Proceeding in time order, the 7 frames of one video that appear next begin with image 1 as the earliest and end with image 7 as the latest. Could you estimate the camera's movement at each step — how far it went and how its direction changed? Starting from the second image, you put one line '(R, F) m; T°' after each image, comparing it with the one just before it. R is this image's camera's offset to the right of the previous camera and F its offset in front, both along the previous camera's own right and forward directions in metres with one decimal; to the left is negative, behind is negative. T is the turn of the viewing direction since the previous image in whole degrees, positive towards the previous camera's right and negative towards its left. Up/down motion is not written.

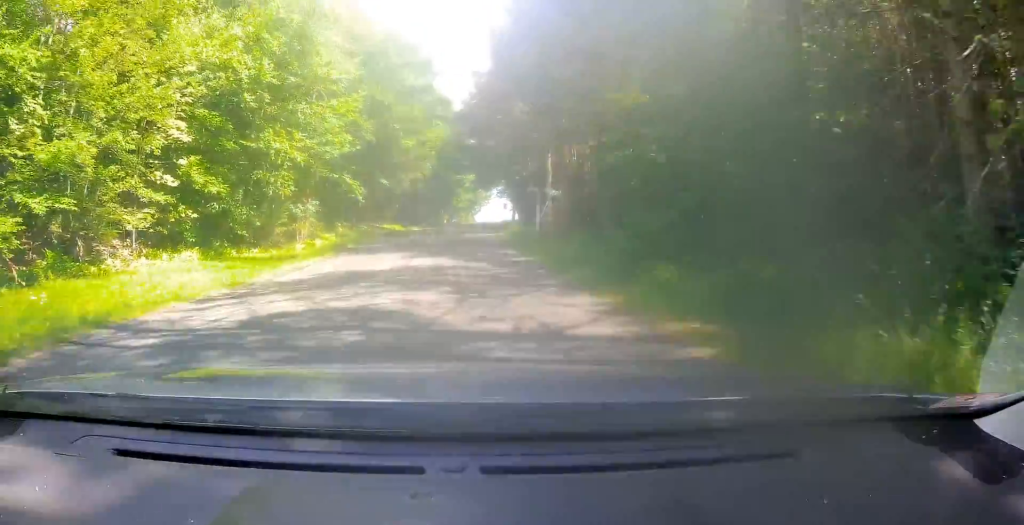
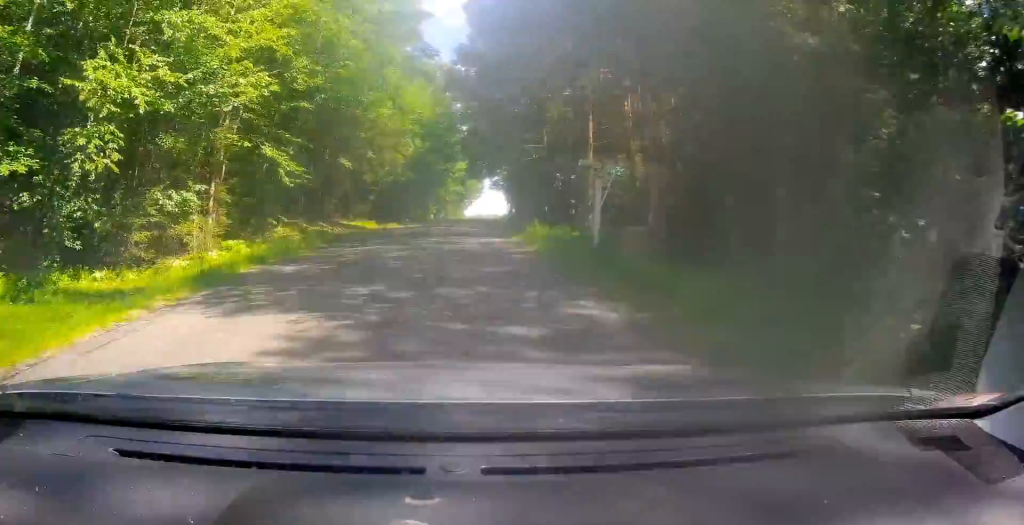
(-0.3, +13.3) m; +1°
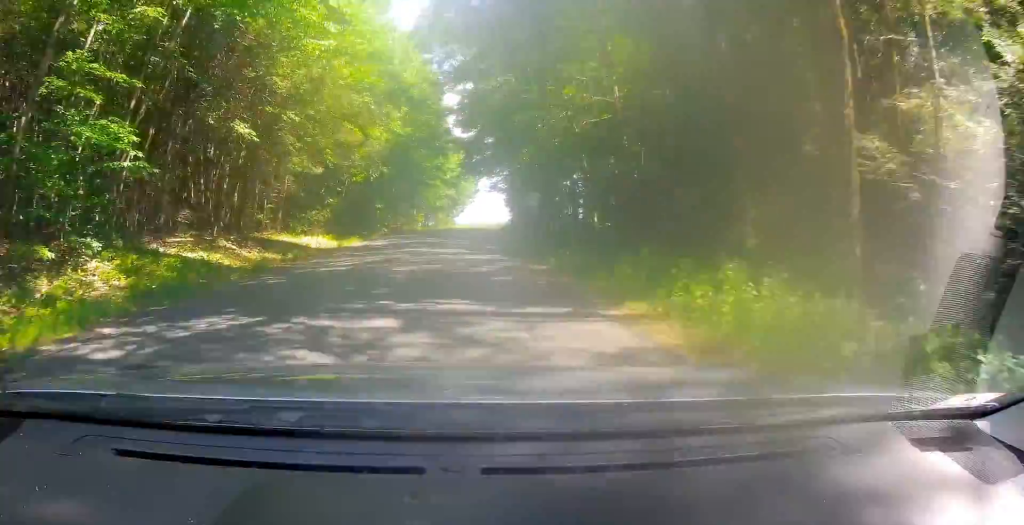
(+0.4, +16.5) m; +2°
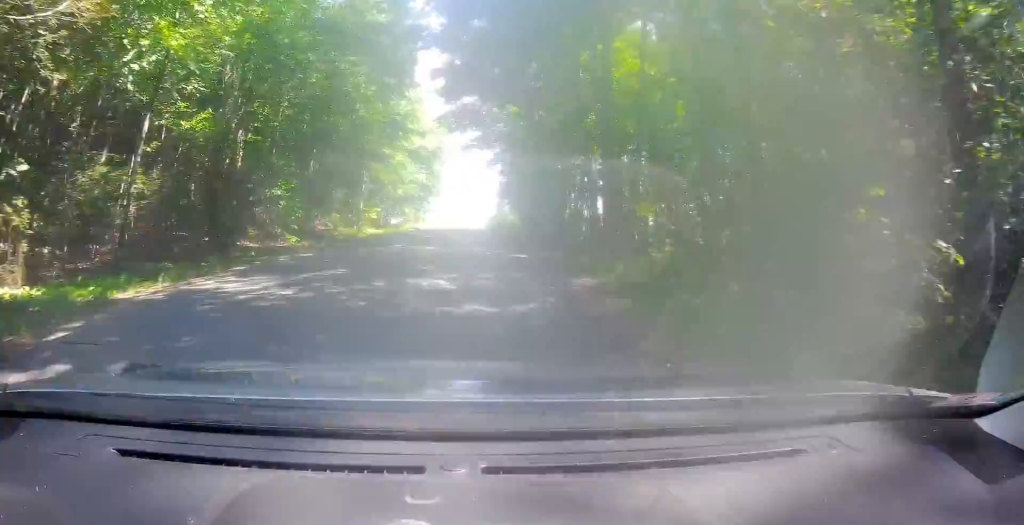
(+0.5, +29.4) m; +1°
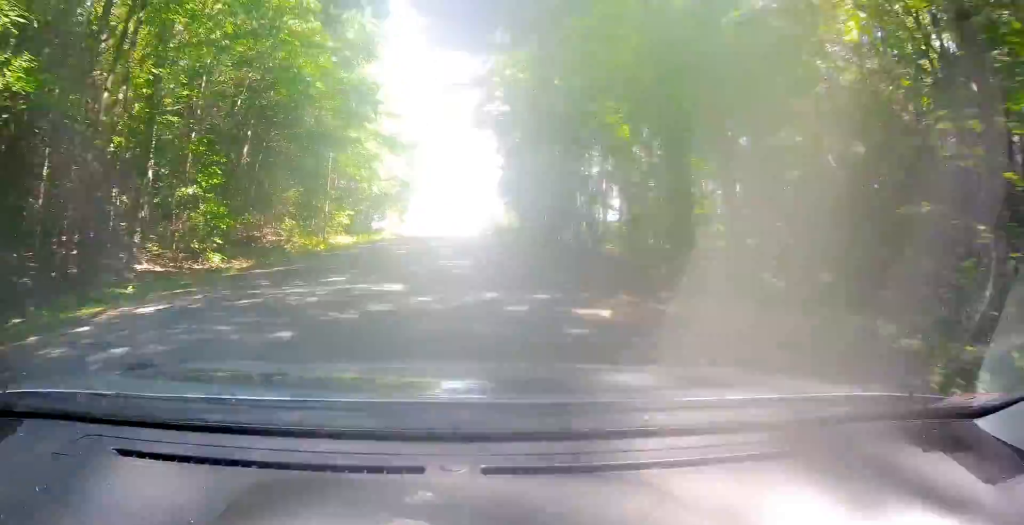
(0.0, +9.3) m; 0°
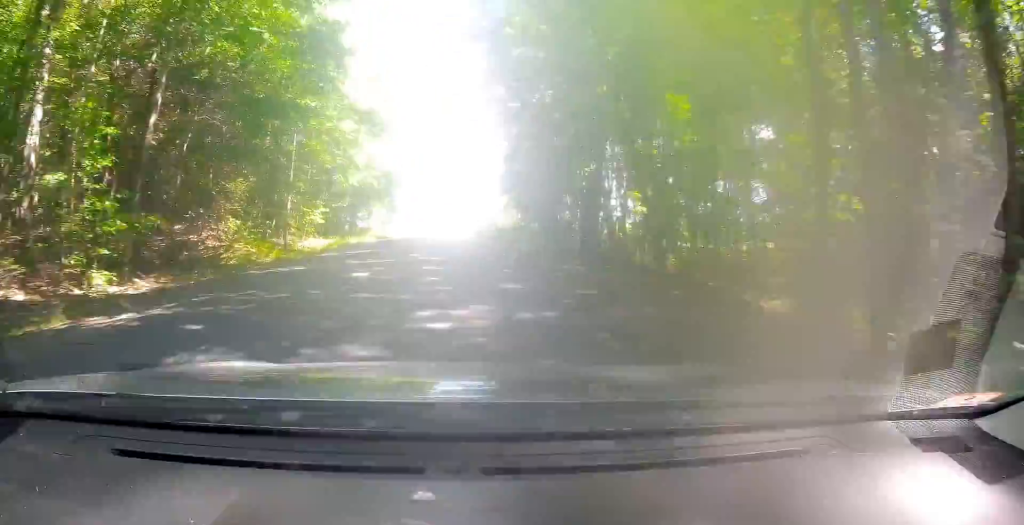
(0.0, +8.4) m; +1°
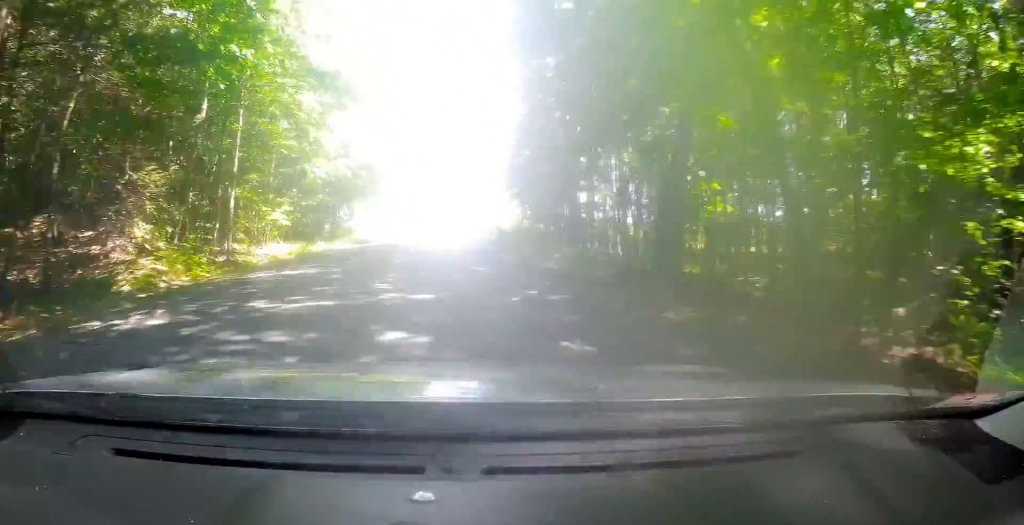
(0.0, +8.0) m; +1°
